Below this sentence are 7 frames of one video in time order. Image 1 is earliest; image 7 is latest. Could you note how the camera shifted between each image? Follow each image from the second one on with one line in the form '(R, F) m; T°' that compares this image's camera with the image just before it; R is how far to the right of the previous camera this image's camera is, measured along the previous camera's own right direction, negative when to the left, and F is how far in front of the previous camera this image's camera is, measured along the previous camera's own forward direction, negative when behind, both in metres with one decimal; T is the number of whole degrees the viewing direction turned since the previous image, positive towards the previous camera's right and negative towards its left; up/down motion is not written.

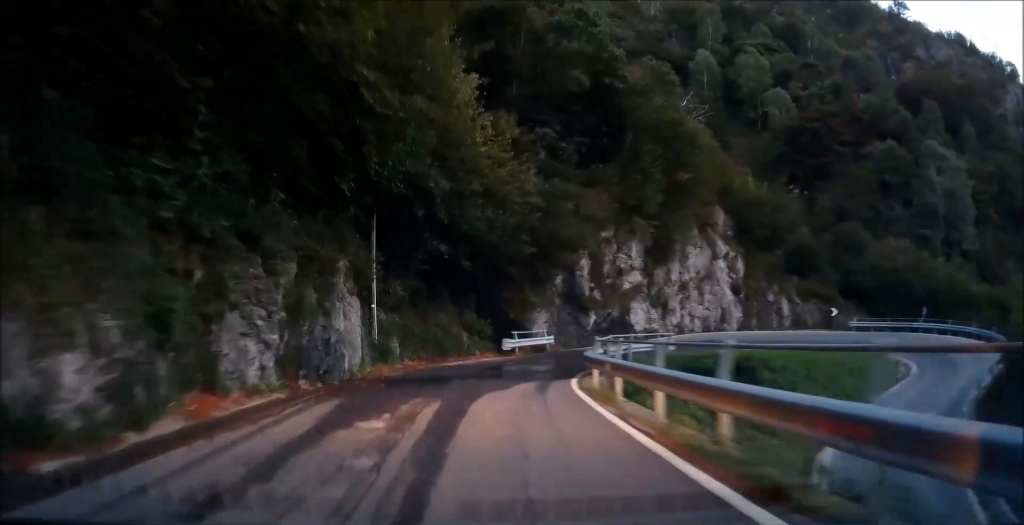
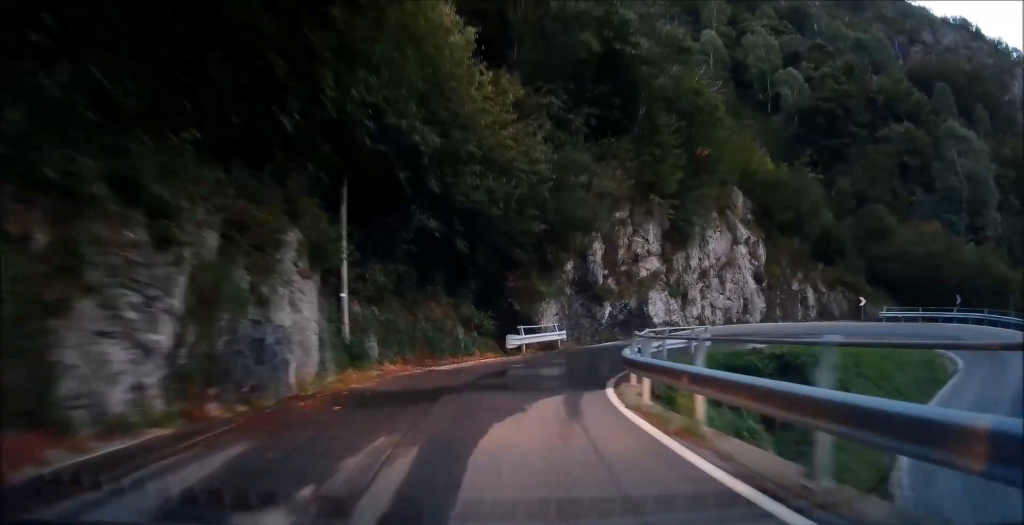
(-0.1, +4.9) m; -1°
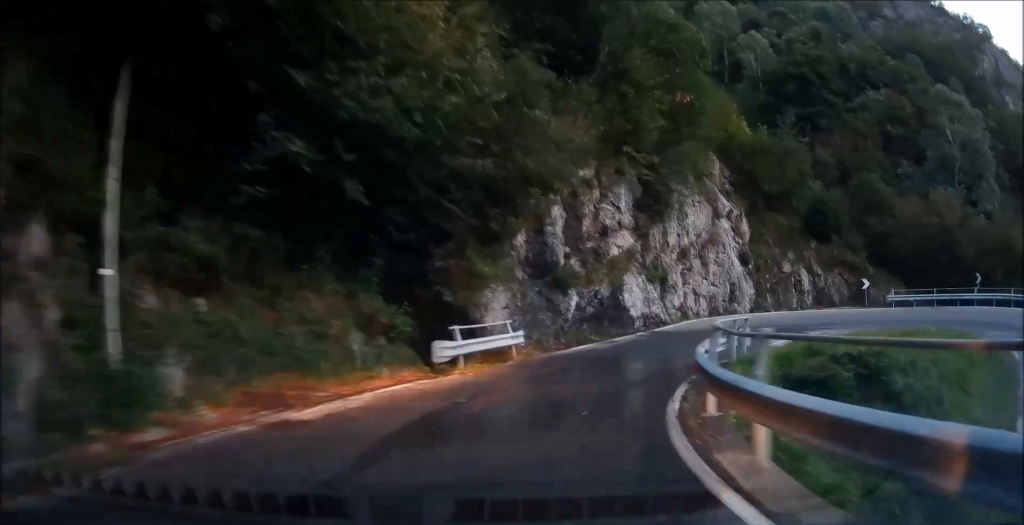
(+0.1, +9.4) m; +4°
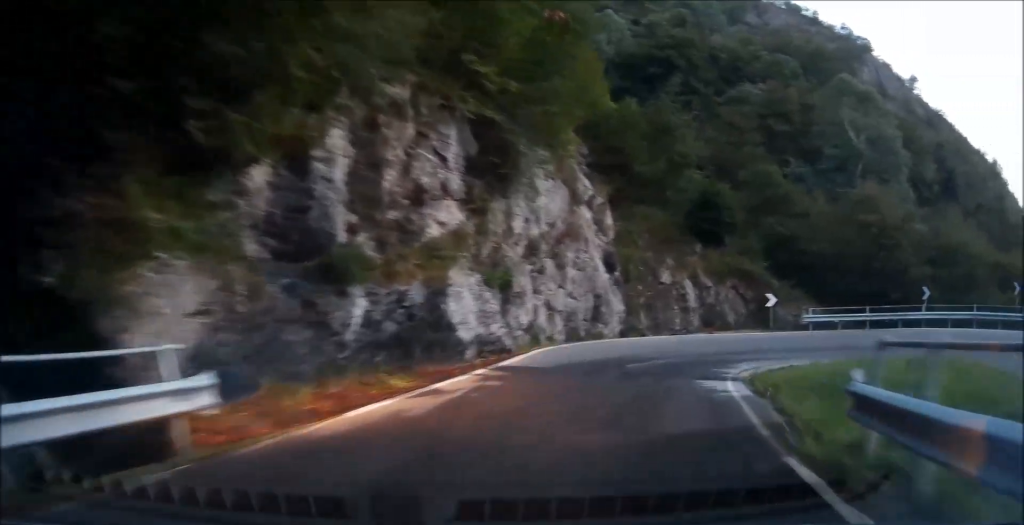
(+0.9, +12.5) m; +8°
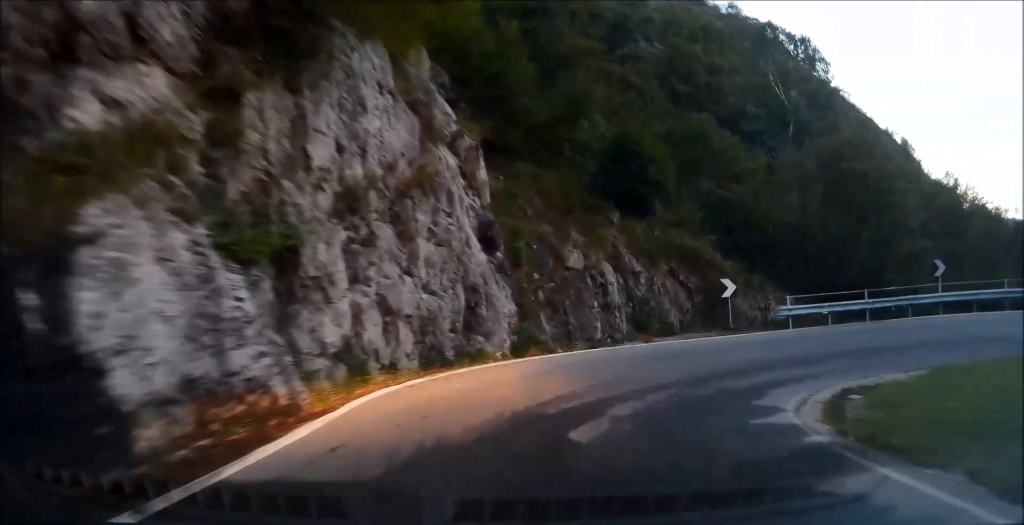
(+1.0, +12.0) m; +16°
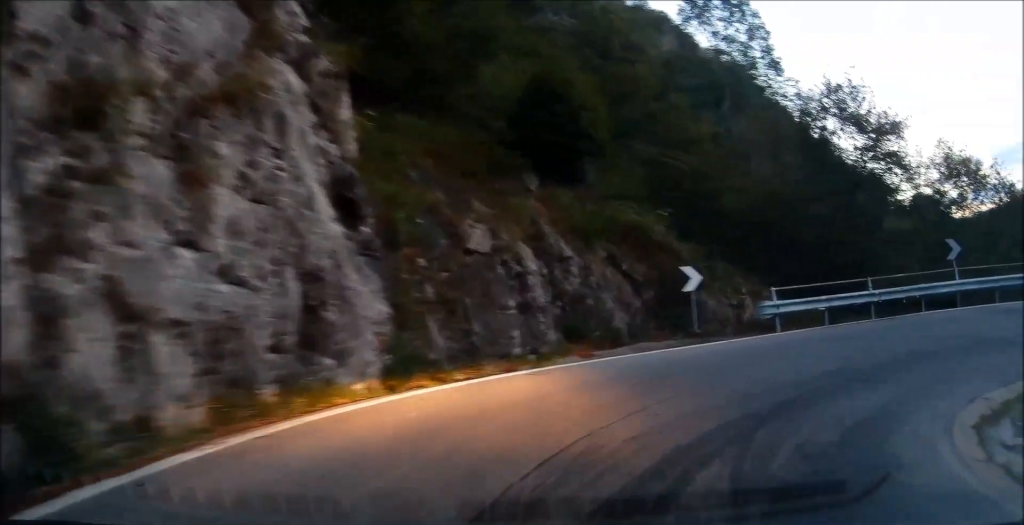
(+1.1, +7.1) m; +16°
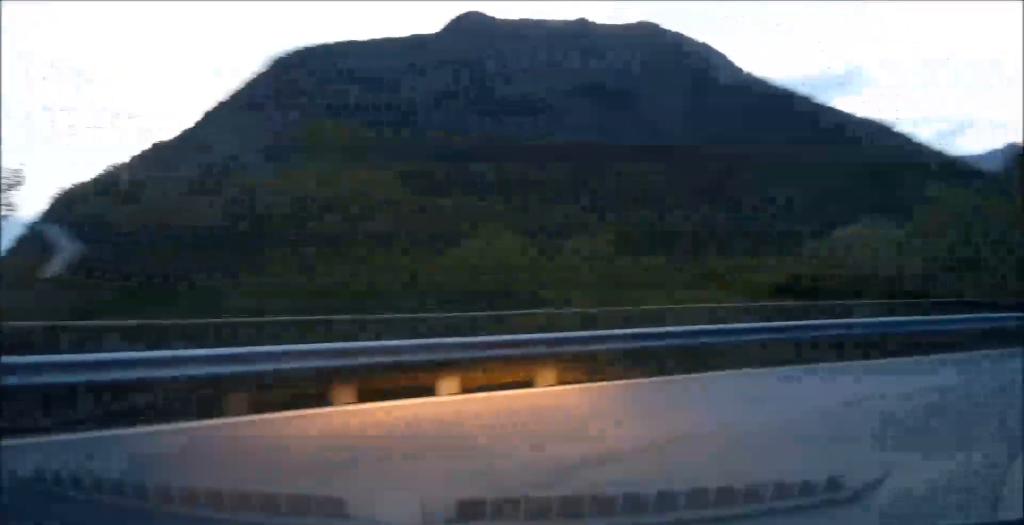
(+8.6, +11.9) m; +92°
